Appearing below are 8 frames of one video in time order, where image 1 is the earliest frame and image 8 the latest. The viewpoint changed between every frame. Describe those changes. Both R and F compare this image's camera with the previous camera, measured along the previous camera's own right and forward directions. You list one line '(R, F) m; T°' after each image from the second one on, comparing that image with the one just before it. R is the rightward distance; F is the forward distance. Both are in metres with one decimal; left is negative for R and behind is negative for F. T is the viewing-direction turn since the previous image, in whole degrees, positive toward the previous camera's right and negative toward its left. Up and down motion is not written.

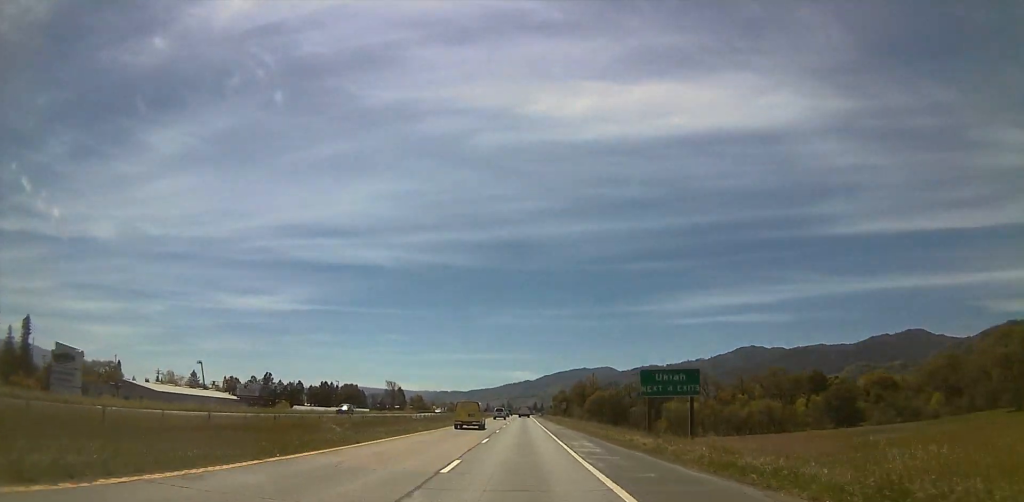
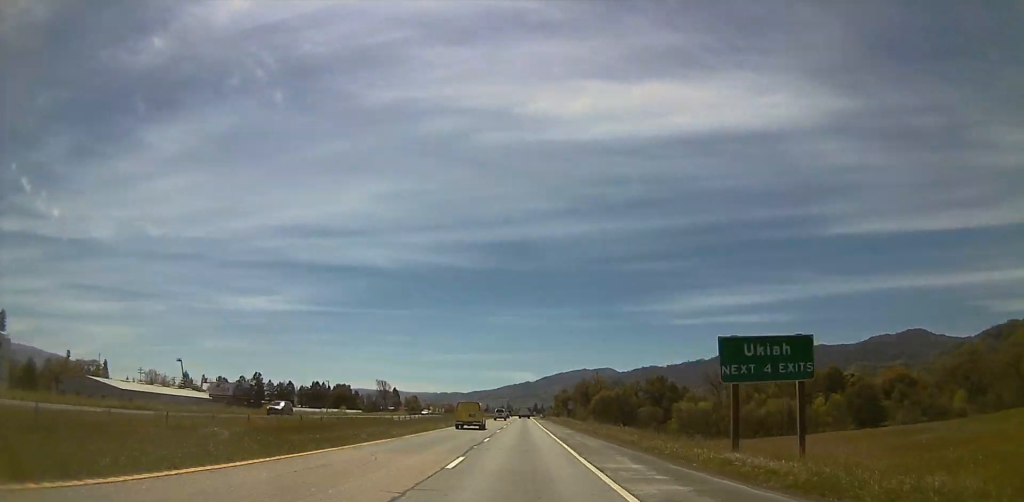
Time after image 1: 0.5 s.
(+0.2, +13.6) m; -1°
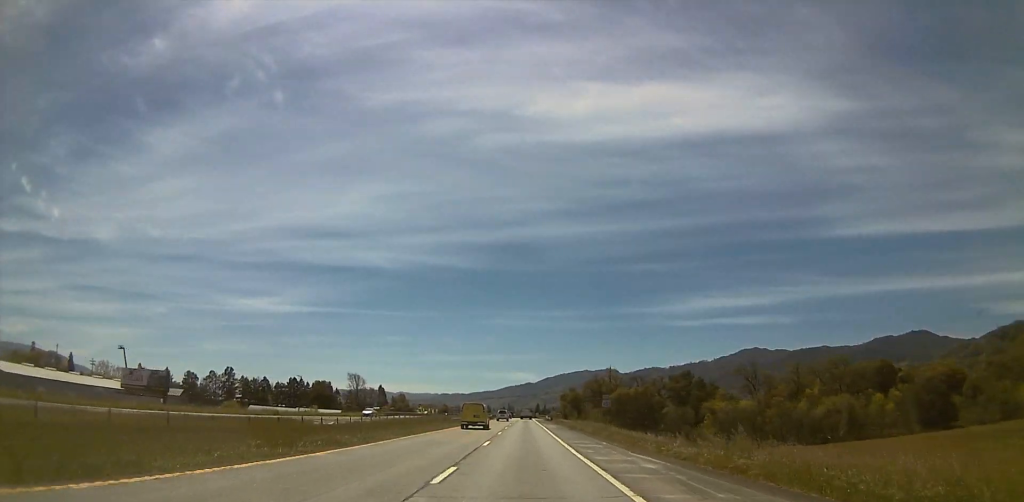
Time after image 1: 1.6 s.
(-1.1, +32.5) m; -1°
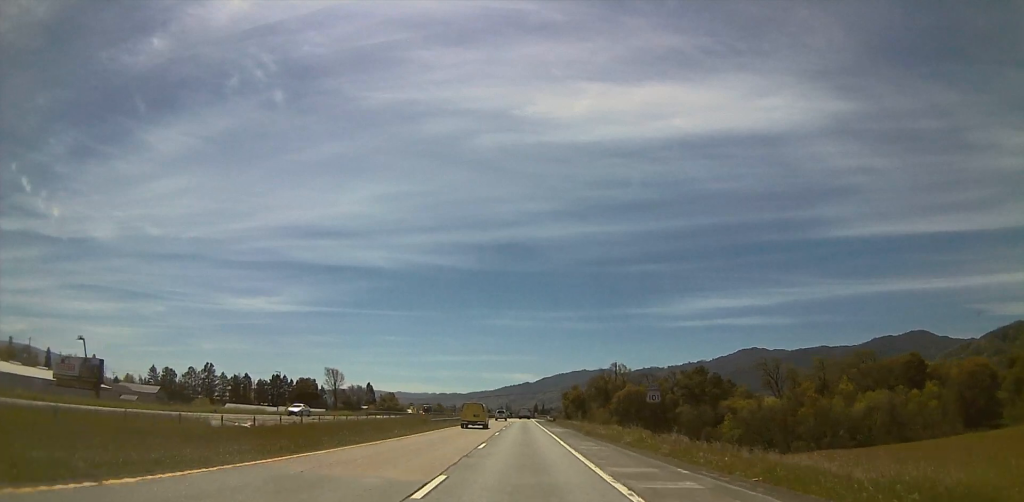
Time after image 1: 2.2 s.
(+0.3, +17.0) m; +1°
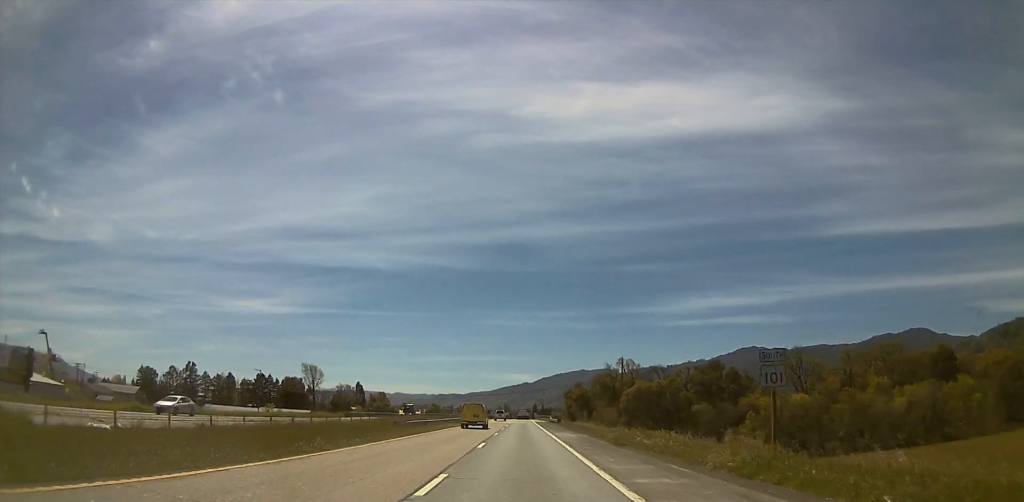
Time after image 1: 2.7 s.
(+0.1, +14.1) m; +1°
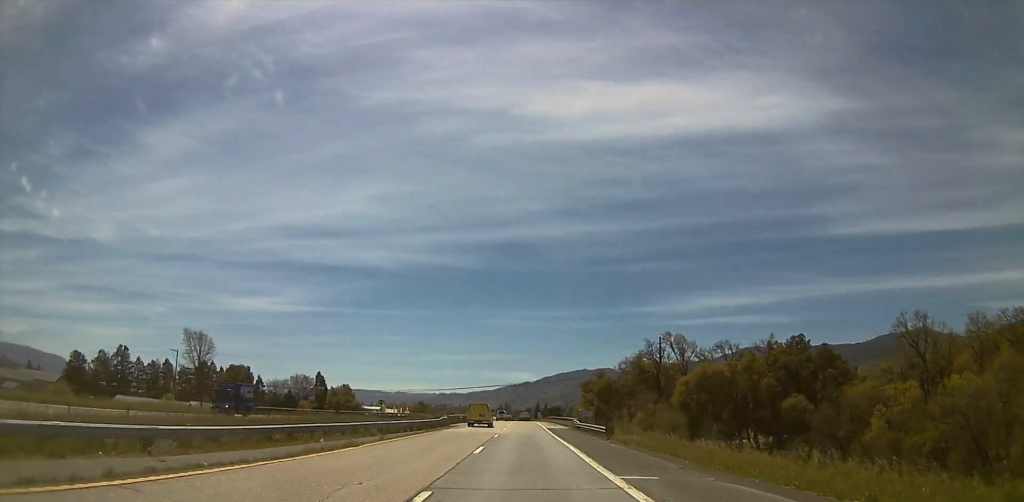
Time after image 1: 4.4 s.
(+0.8, +46.9) m; +1°
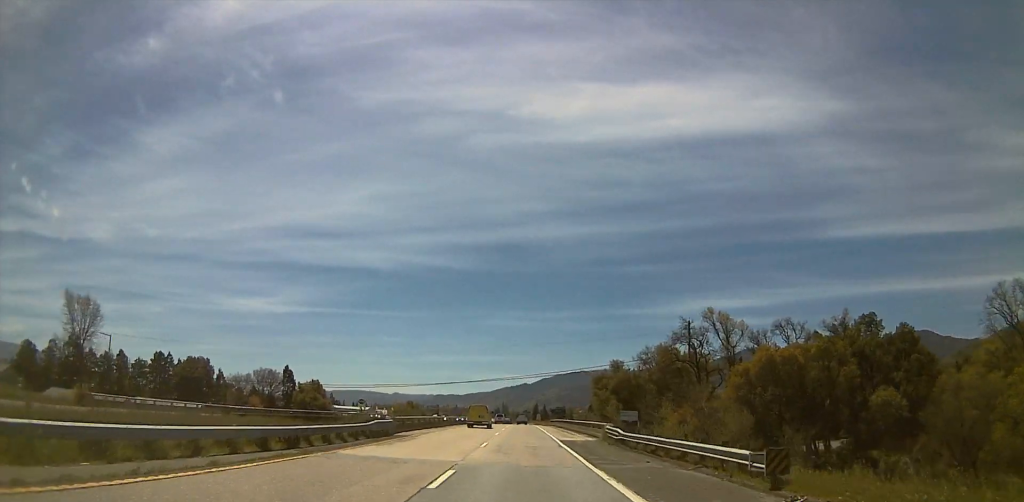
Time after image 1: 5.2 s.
(-0.3, +23.5) m; -1°
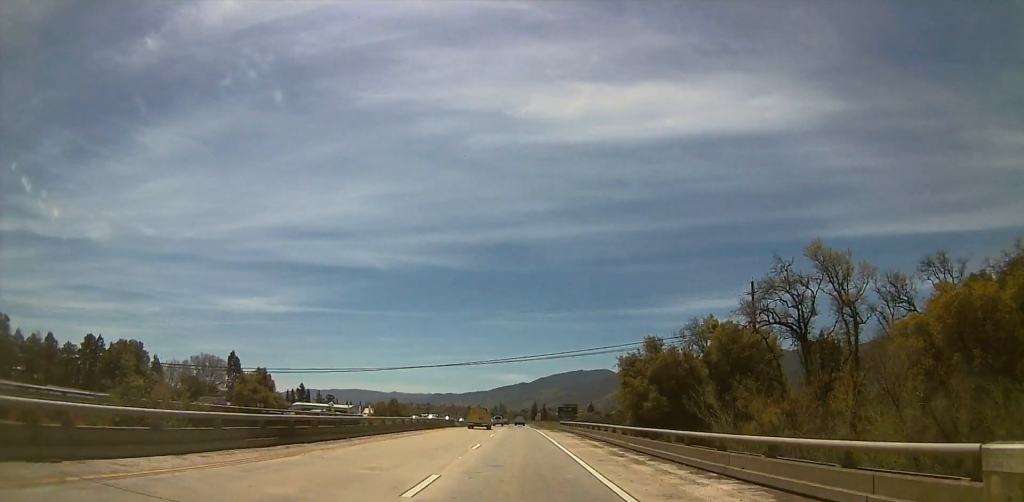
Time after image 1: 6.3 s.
(-0.2, +31.1) m; 0°
